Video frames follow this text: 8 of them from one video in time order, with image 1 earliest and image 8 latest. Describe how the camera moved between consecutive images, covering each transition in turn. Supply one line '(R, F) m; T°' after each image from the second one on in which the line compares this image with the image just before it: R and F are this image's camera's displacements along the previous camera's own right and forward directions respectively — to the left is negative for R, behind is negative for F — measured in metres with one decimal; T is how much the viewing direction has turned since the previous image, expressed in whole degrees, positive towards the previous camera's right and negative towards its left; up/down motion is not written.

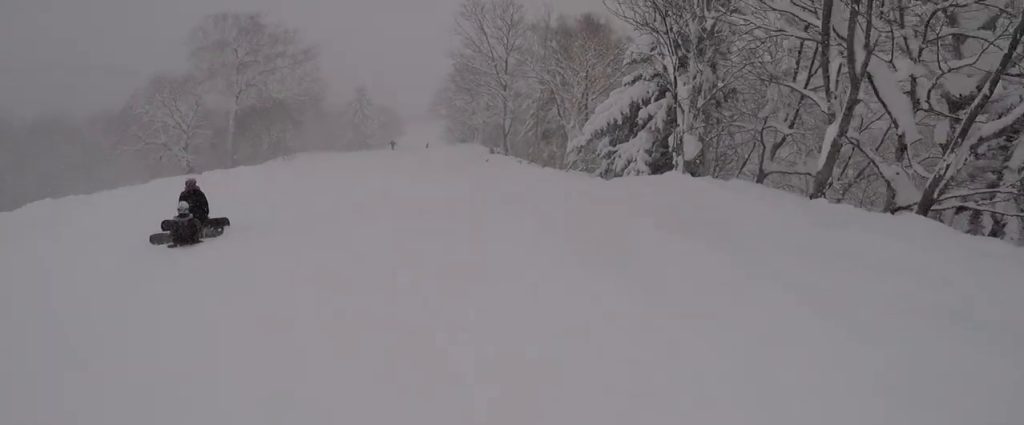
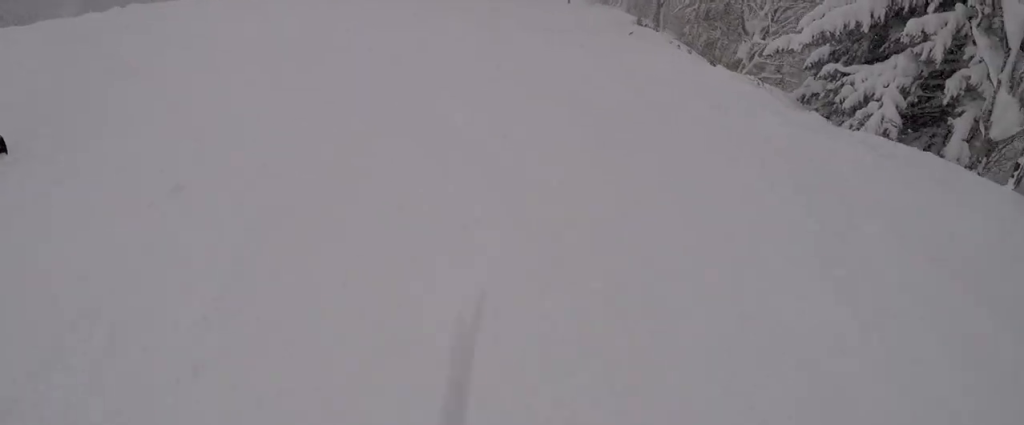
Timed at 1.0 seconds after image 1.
(-0.1, +8.1) m; -5°
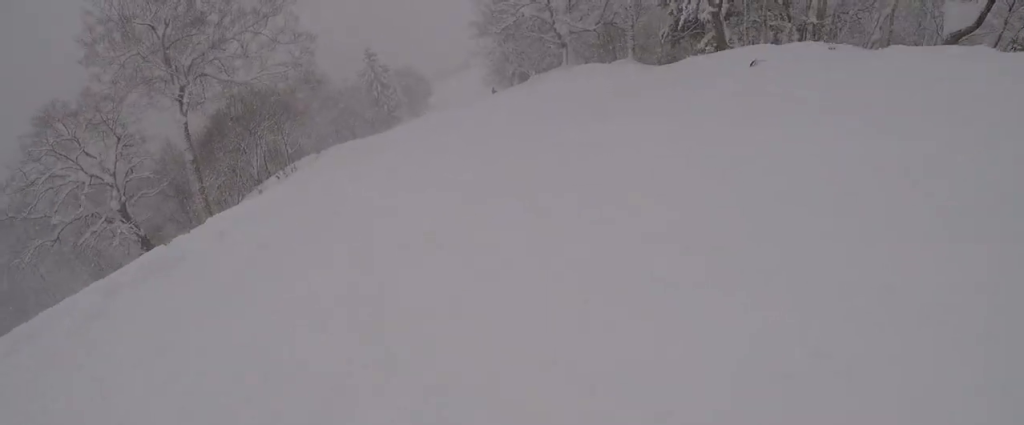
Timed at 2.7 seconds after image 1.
(-1.2, +16.3) m; 0°
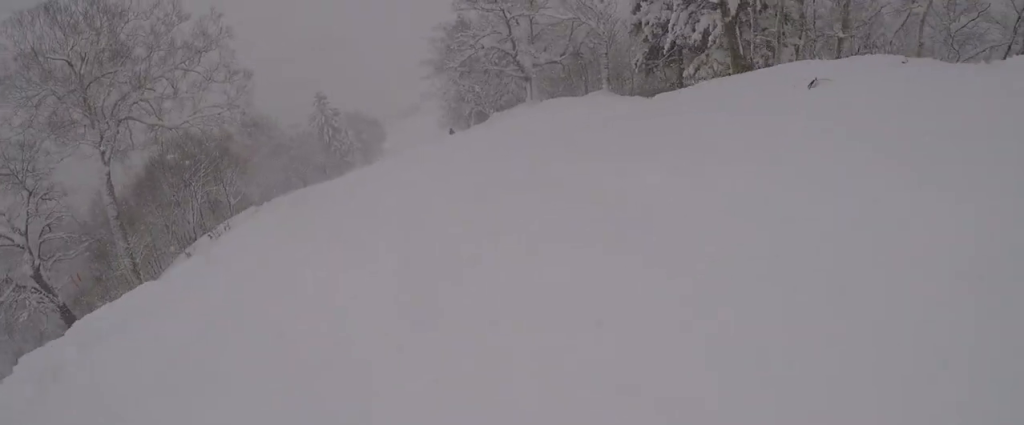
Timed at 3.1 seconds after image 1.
(+0.4, +4.4) m; +3°
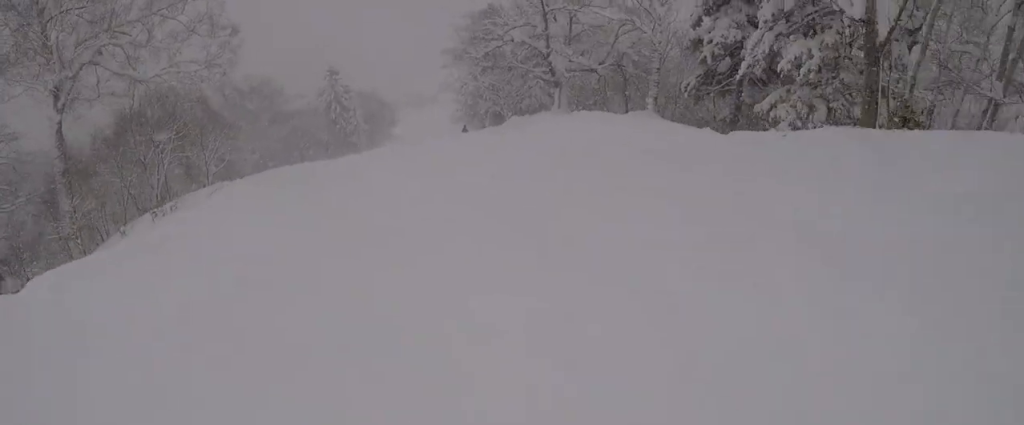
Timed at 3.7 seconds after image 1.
(+0.2, +5.4) m; +2°
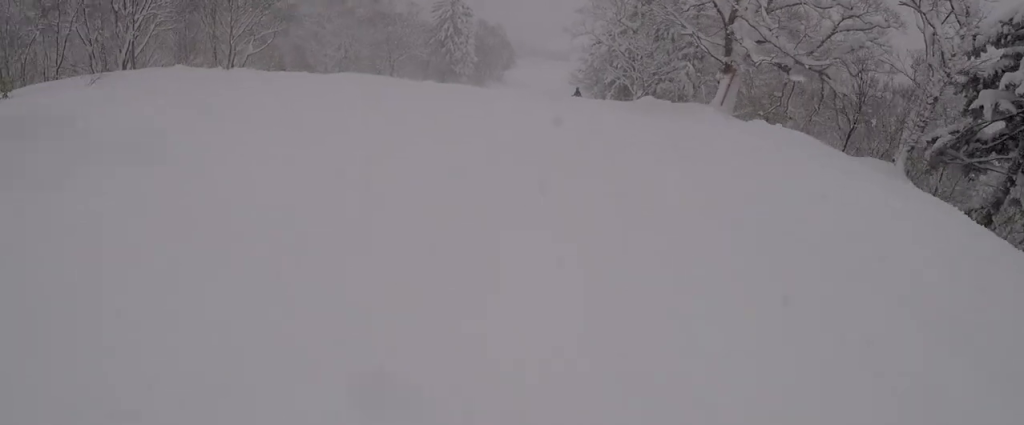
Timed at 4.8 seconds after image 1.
(+0.1, +12.1) m; -2°
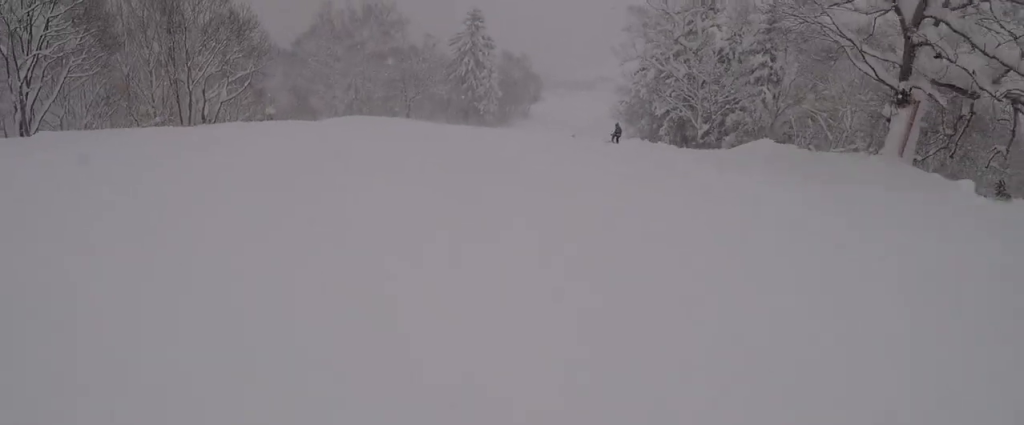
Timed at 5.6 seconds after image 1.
(0.0, +8.8) m; -5°
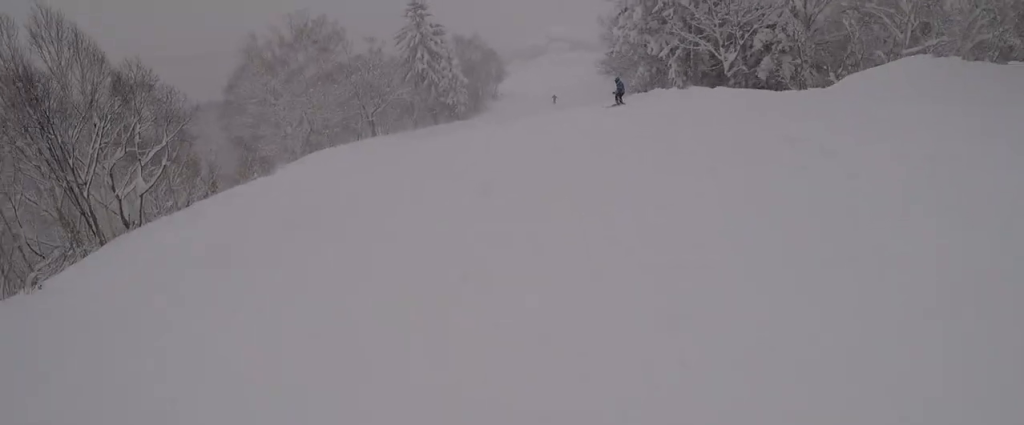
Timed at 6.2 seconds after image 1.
(-1.0, +7.2) m; 0°
